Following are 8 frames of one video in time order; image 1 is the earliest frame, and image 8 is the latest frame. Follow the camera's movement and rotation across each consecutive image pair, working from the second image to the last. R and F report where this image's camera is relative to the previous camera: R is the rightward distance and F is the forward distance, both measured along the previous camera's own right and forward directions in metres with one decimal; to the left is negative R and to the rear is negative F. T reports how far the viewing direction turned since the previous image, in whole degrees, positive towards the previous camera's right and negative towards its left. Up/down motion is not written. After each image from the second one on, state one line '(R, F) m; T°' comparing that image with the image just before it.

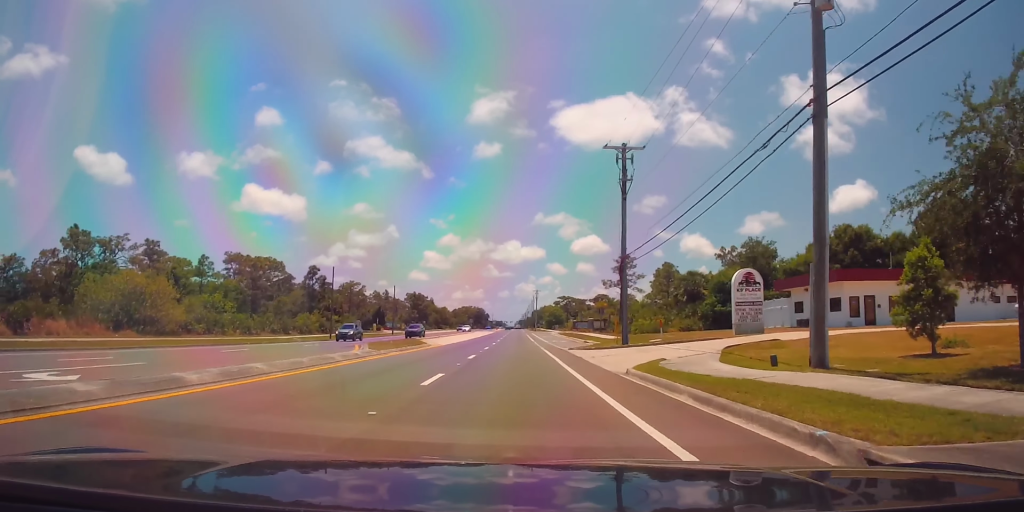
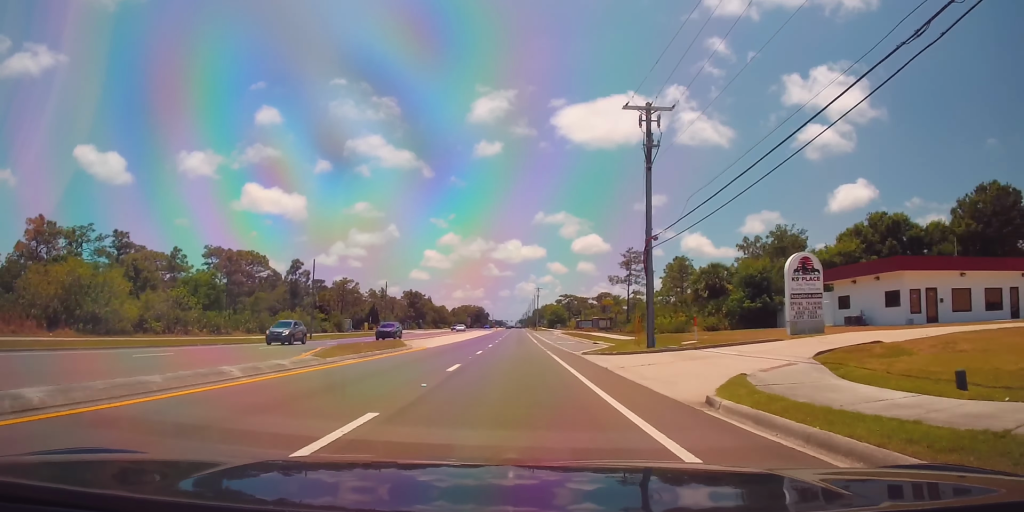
(0.0, +7.8) m; 0°
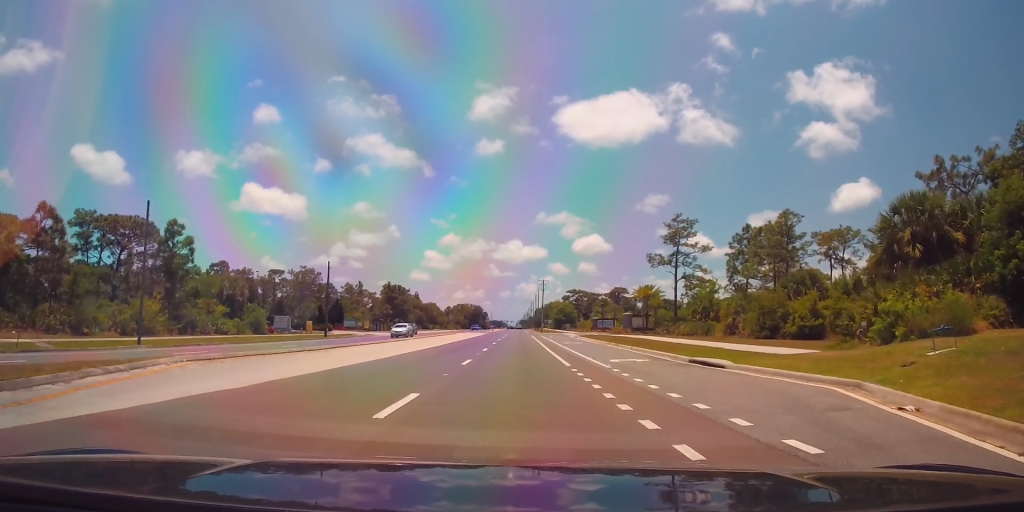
(-0.4, +34.3) m; -2°
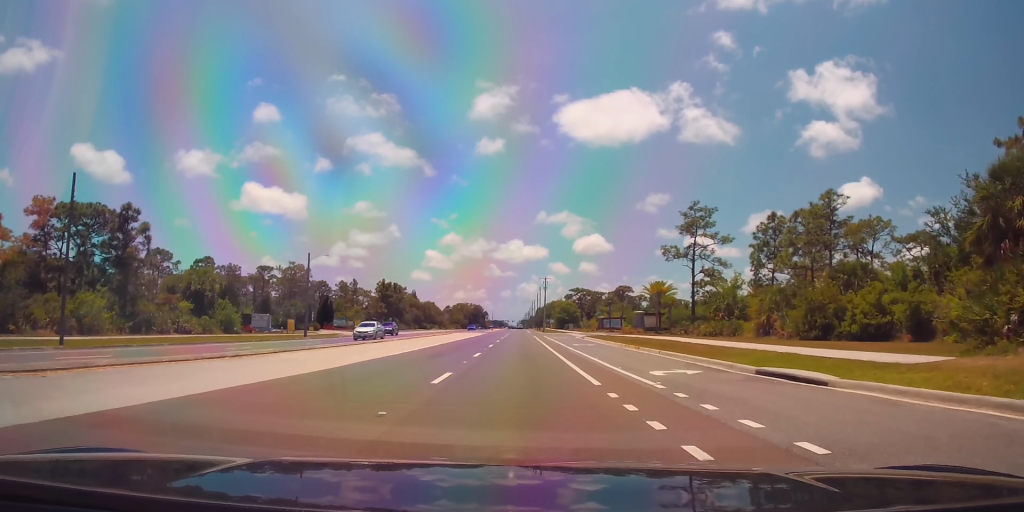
(-0.2, +7.7) m; 0°
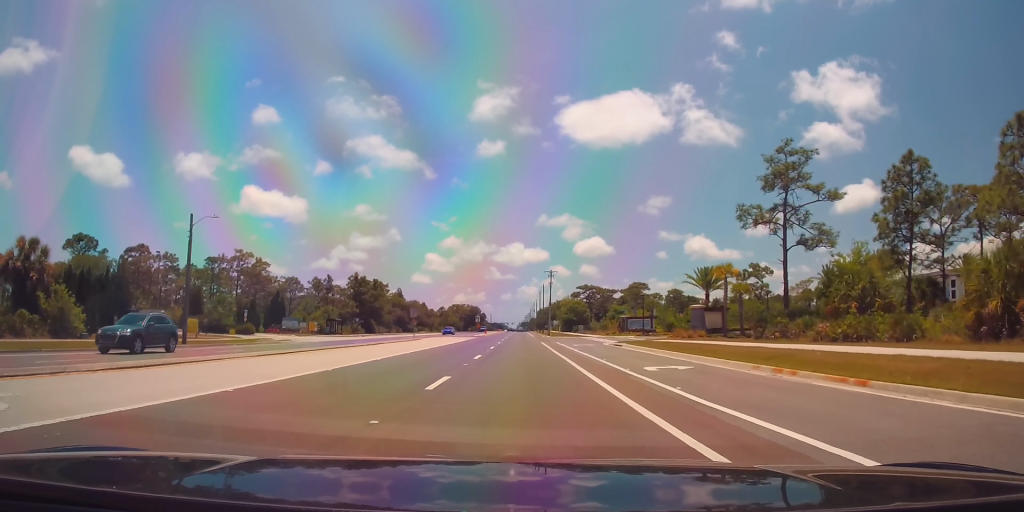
(+0.5, +25.6) m; +2°
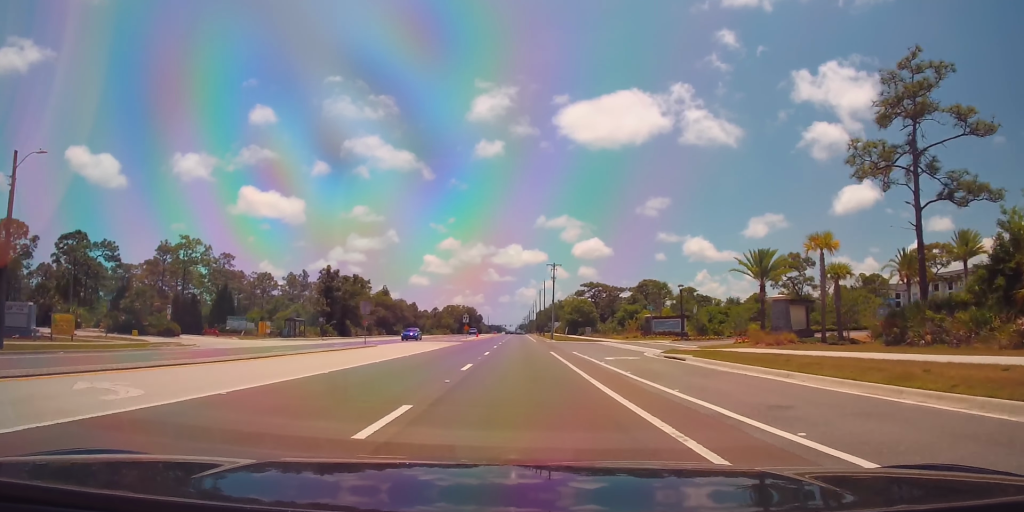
(0.0, +17.3) m; 0°
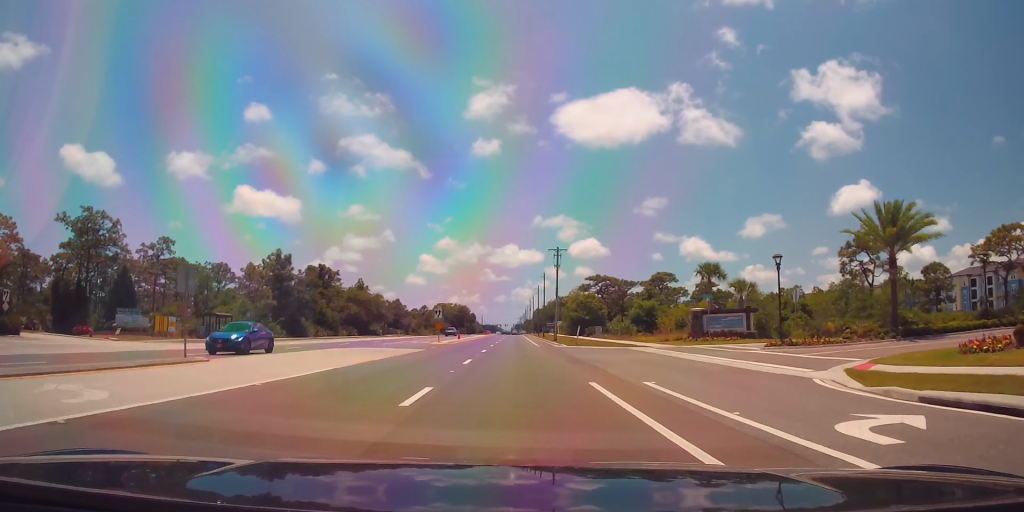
(0.0, +21.2) m; 0°
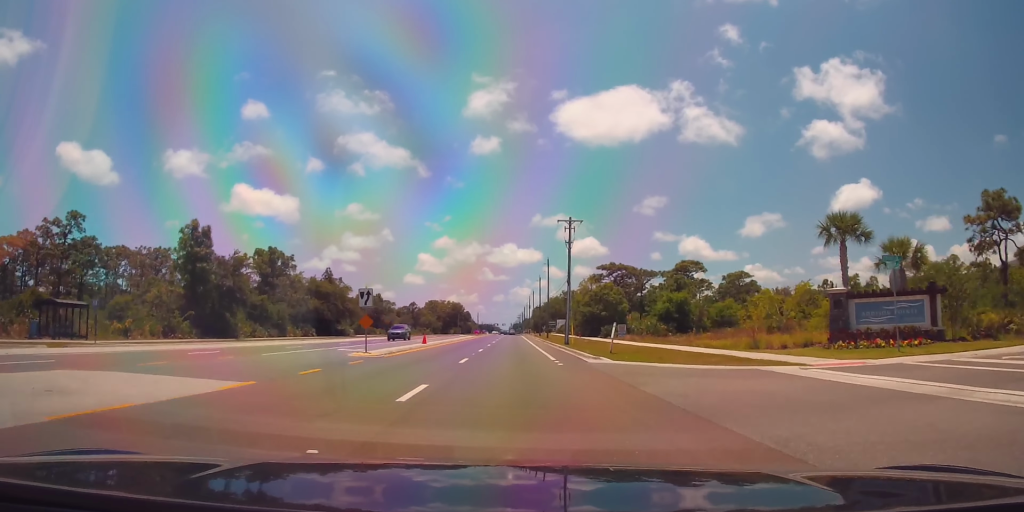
(0.0, +23.5) m; 0°
